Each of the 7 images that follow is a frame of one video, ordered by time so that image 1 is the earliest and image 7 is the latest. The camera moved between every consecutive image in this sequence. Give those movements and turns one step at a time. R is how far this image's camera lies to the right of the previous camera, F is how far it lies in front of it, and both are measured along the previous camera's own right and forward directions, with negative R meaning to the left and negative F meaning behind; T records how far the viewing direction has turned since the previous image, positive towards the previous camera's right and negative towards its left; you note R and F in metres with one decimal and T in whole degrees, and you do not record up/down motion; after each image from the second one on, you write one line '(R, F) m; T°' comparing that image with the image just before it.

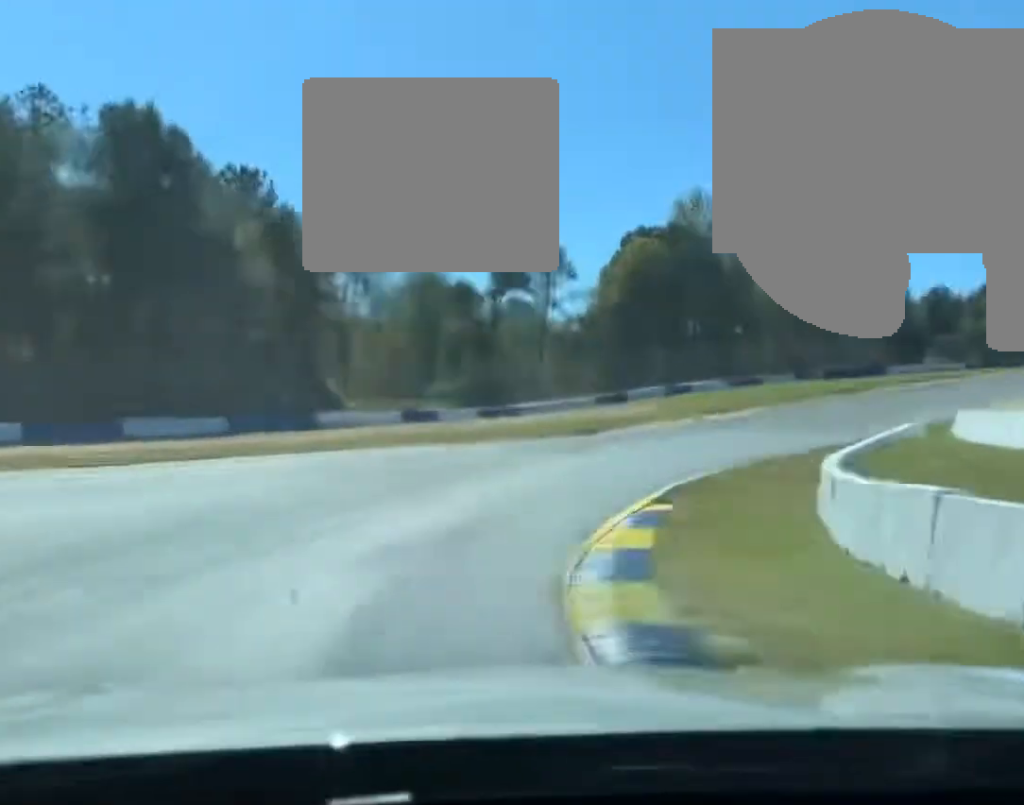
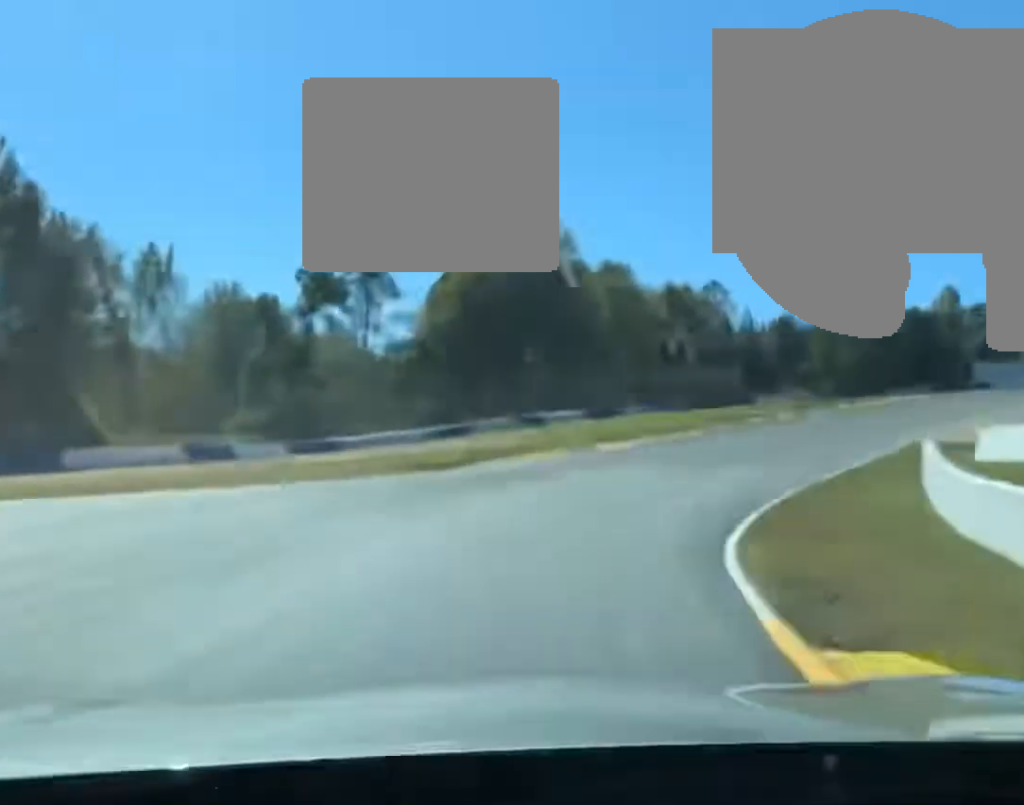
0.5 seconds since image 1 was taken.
(+0.6, +20.4) m; +9°
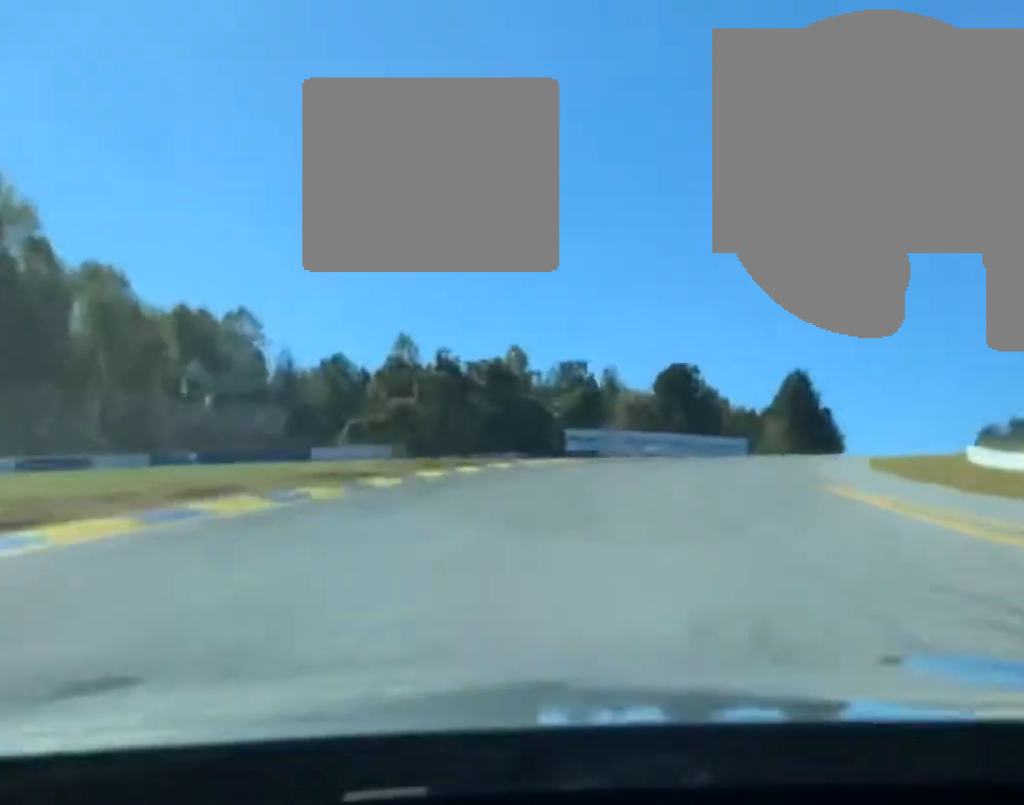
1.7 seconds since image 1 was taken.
(+9.7, +46.5) m; +20°
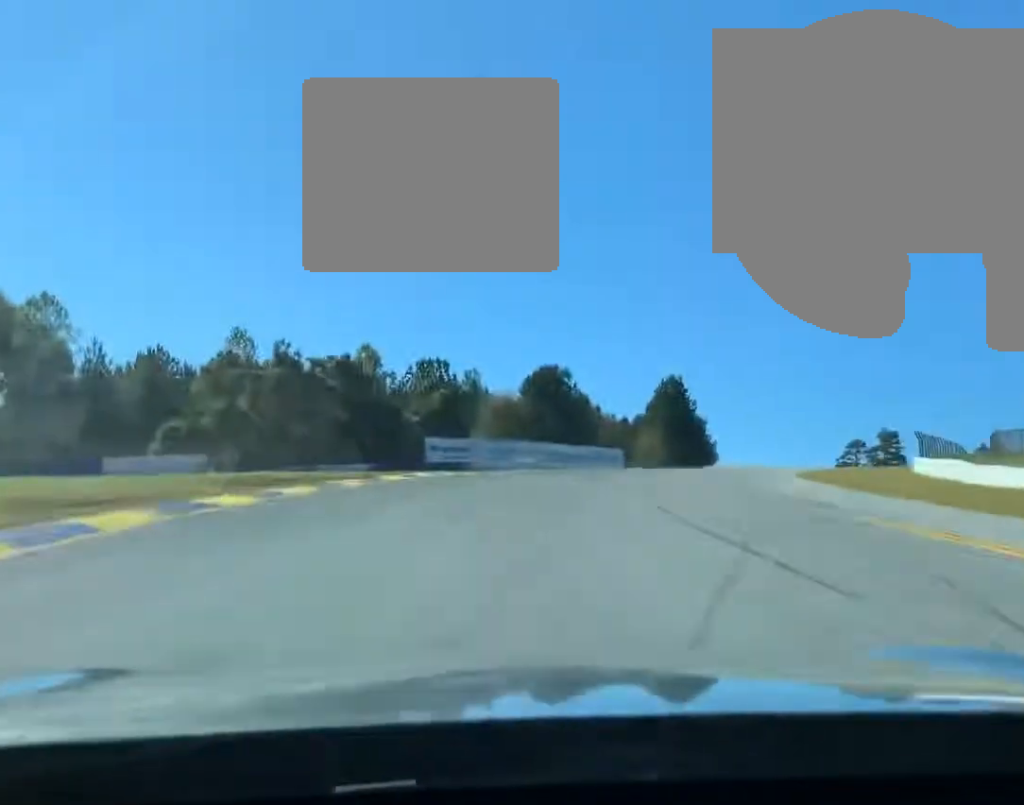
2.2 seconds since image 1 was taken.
(+1.5, +17.7) m; +6°
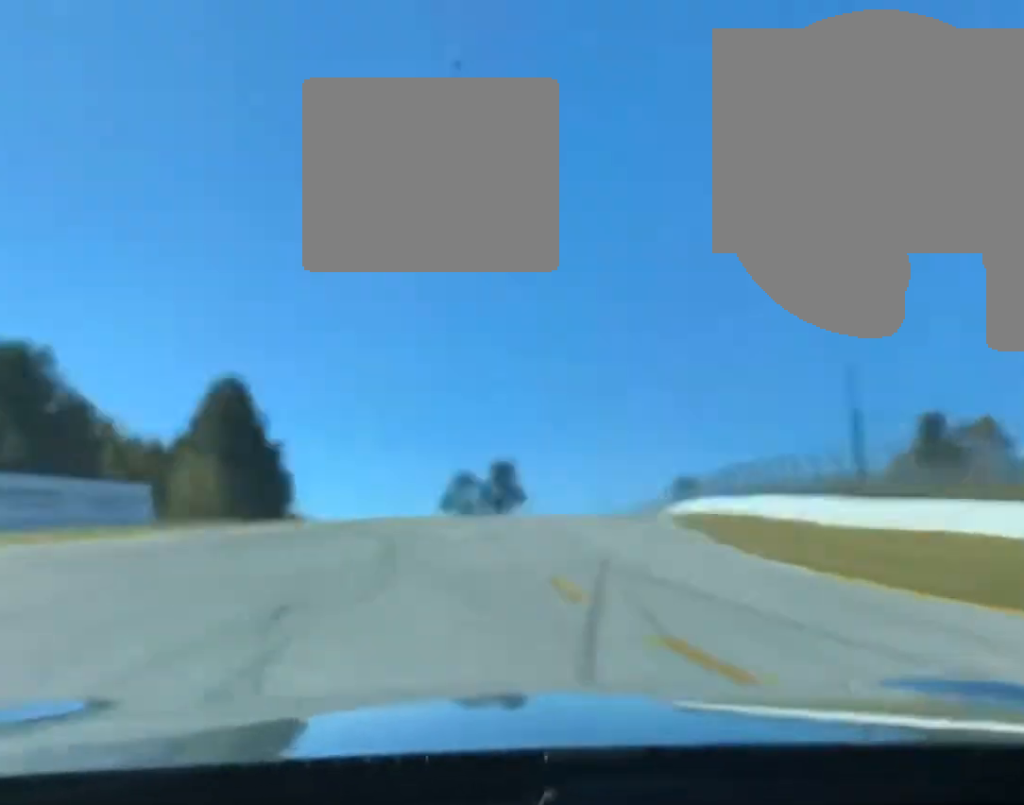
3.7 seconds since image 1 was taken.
(+9.2, +63.0) m; +15°
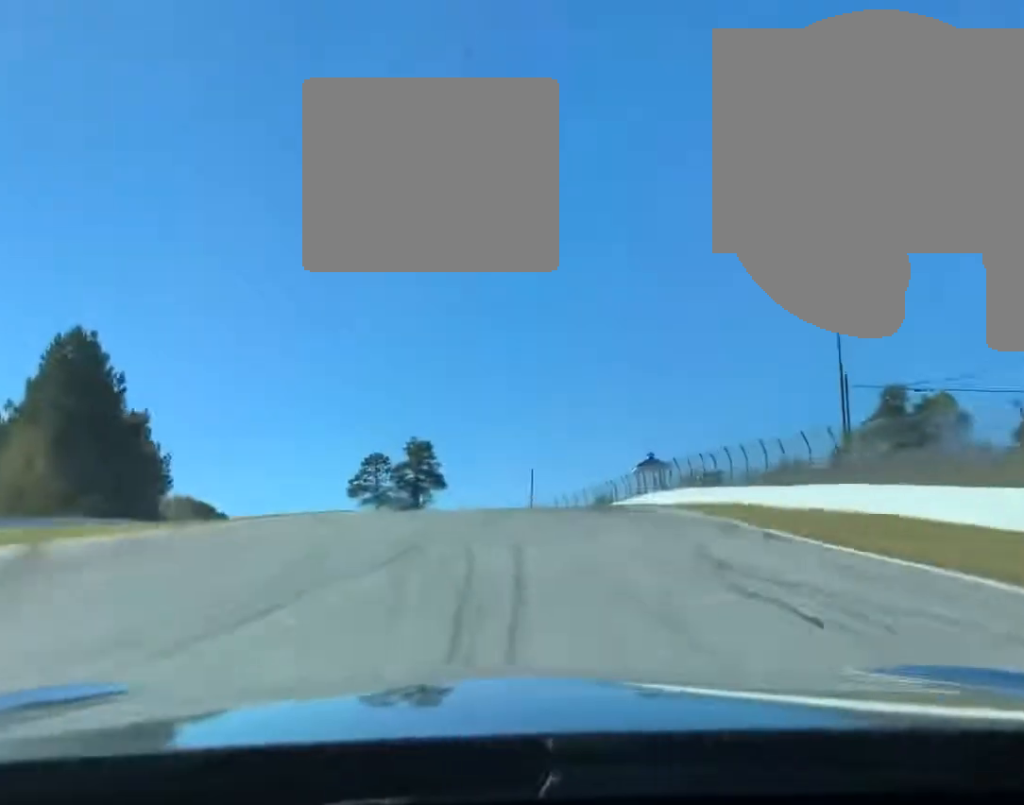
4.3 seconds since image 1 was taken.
(+1.9, +26.9) m; +4°
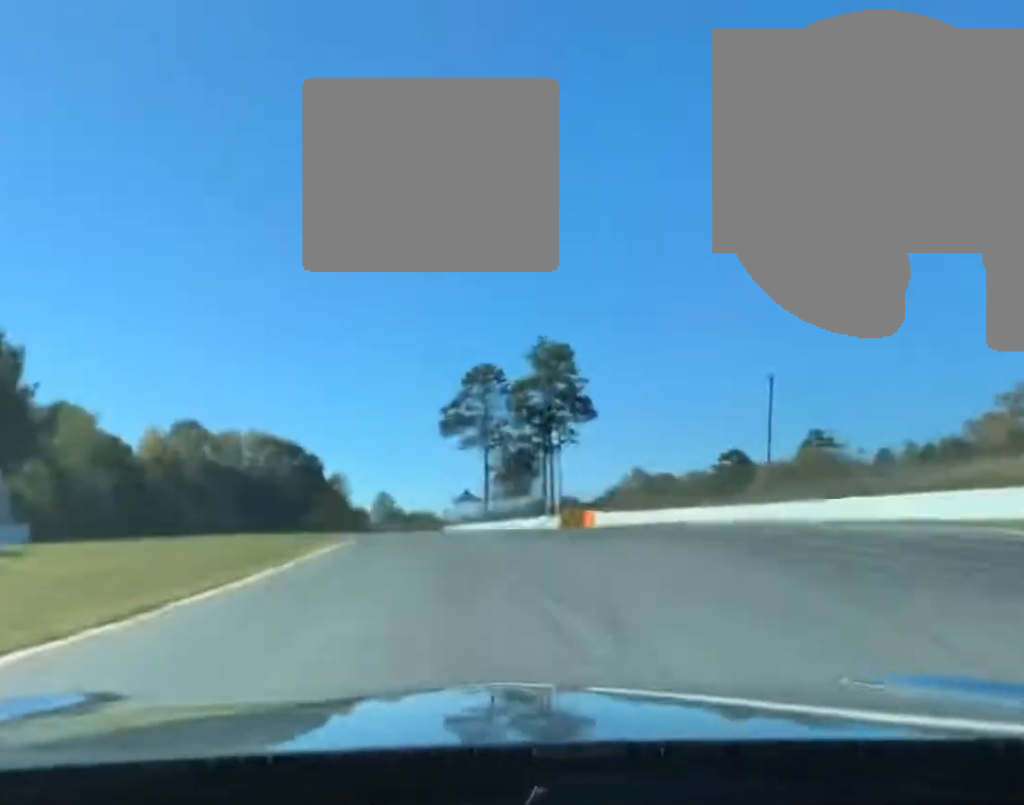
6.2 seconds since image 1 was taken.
(-4.0, +78.7) m; -12°
